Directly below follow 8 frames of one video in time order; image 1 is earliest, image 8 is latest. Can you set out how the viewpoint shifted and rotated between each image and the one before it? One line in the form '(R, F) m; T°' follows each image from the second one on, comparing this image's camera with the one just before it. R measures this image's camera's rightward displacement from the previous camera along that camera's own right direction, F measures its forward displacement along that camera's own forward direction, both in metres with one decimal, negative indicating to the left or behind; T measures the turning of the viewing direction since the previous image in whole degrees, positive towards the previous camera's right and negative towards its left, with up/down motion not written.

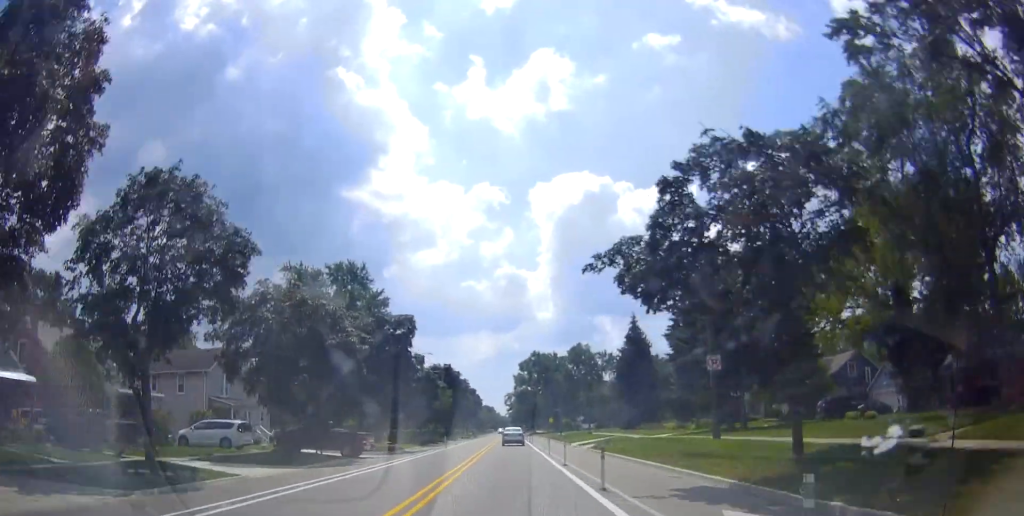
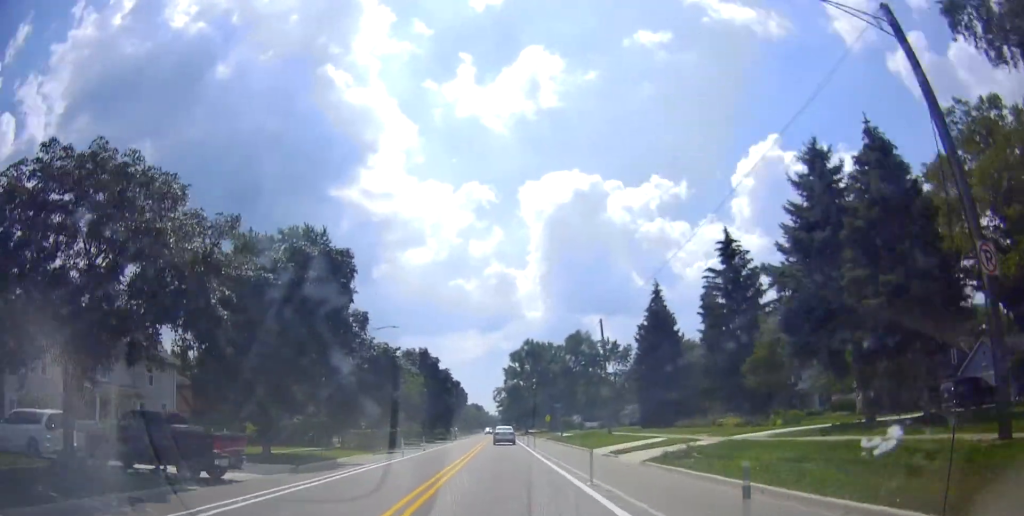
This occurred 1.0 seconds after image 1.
(+0.4, +15.7) m; +2°
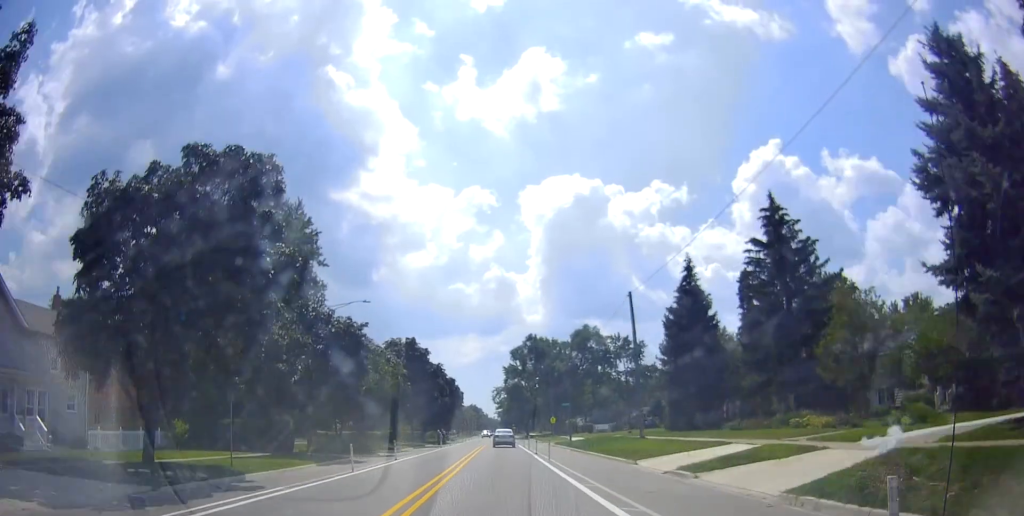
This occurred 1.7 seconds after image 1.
(+0.1, +10.7) m; +1°
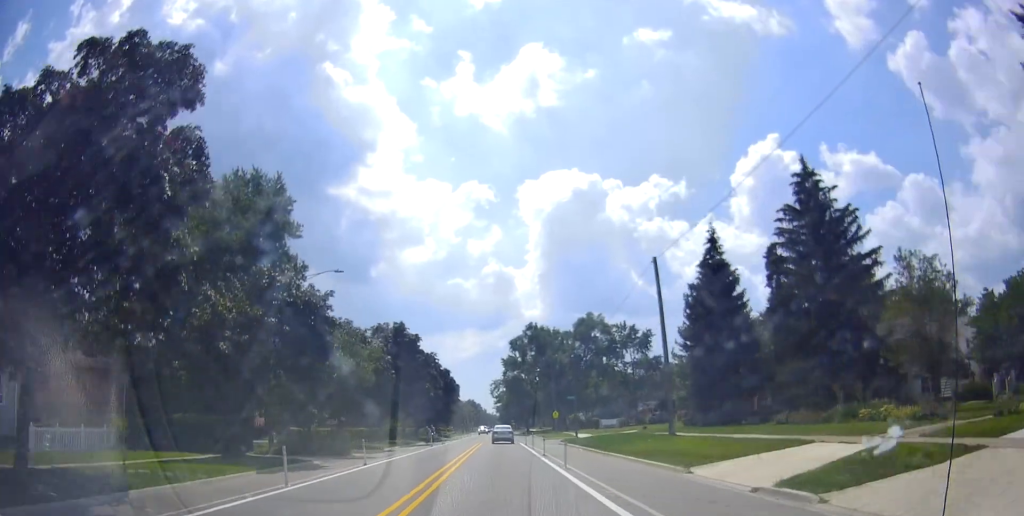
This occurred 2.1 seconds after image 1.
(-0.2, +6.5) m; 0°
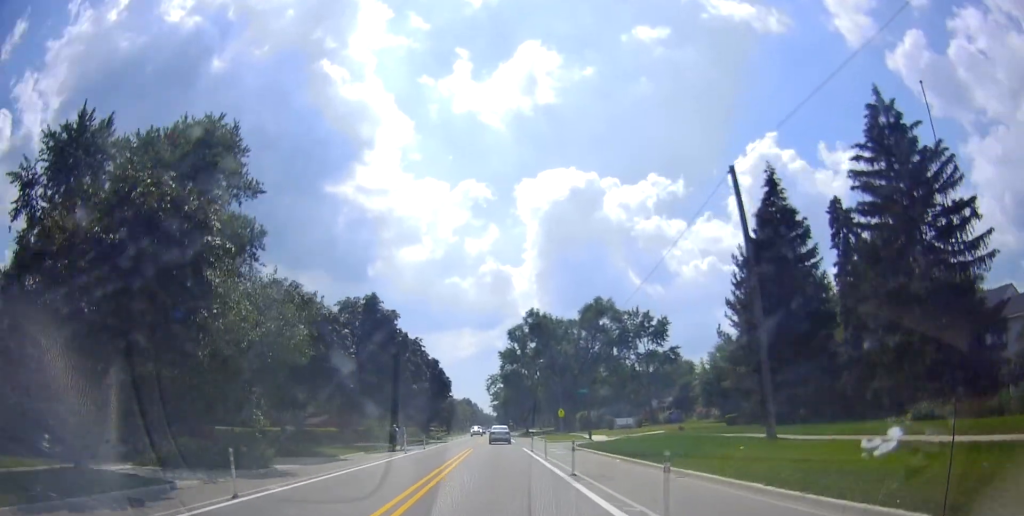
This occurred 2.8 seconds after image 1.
(+0.1, +11.3) m; +1°
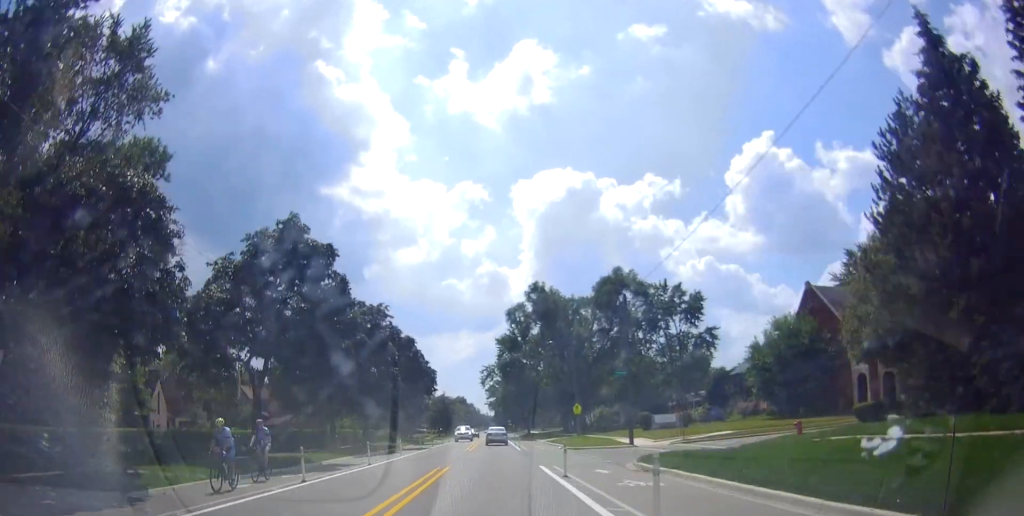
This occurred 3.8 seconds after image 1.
(+0.2, +17.3) m; -1°
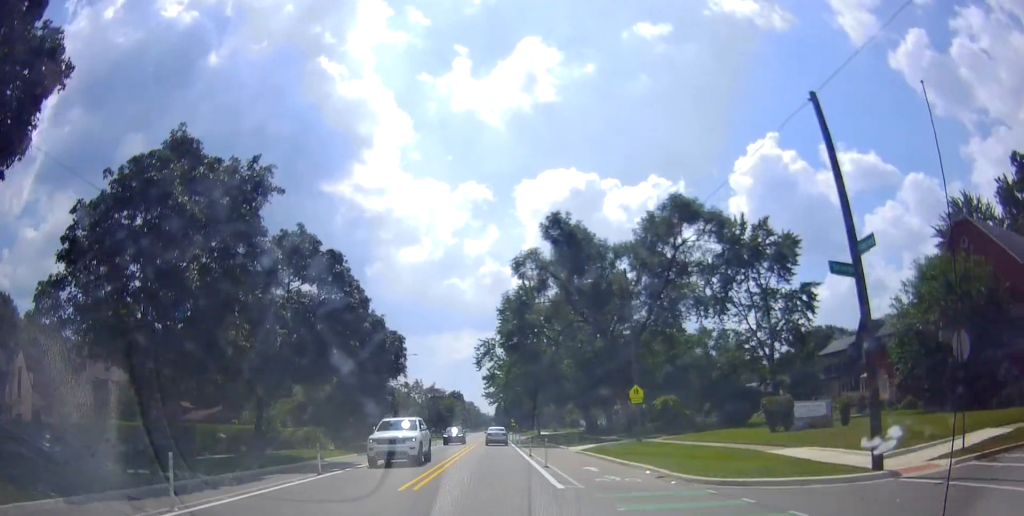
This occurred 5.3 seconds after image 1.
(-1.0, +23.9) m; -1°
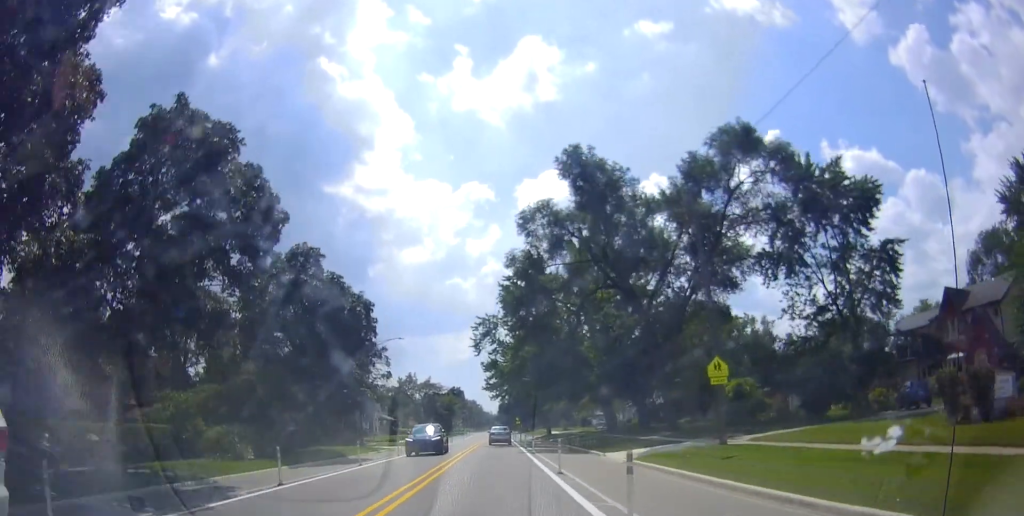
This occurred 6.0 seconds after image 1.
(+0.6, +12.2) m; 0°
